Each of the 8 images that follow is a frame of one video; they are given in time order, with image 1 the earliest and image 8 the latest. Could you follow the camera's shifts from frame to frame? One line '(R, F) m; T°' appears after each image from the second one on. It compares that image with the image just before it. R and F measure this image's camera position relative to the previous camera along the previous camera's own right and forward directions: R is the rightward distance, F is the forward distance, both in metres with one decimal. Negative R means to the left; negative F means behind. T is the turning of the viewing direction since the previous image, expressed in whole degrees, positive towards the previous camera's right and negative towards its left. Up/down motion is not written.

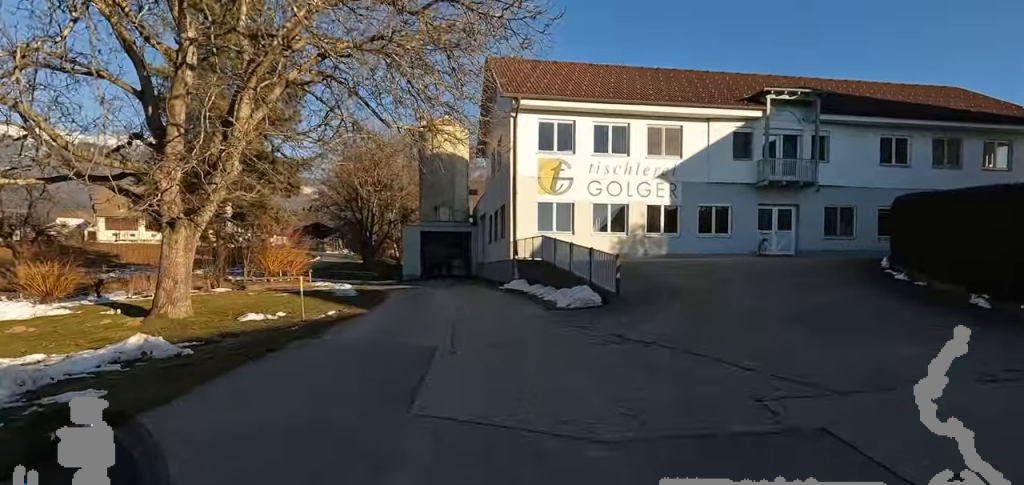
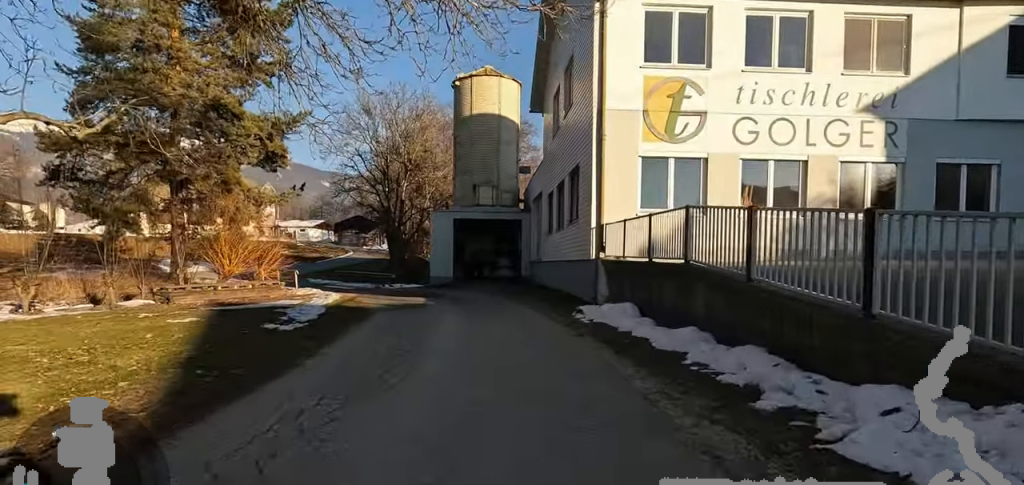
(-2.7, +9.4) m; -18°
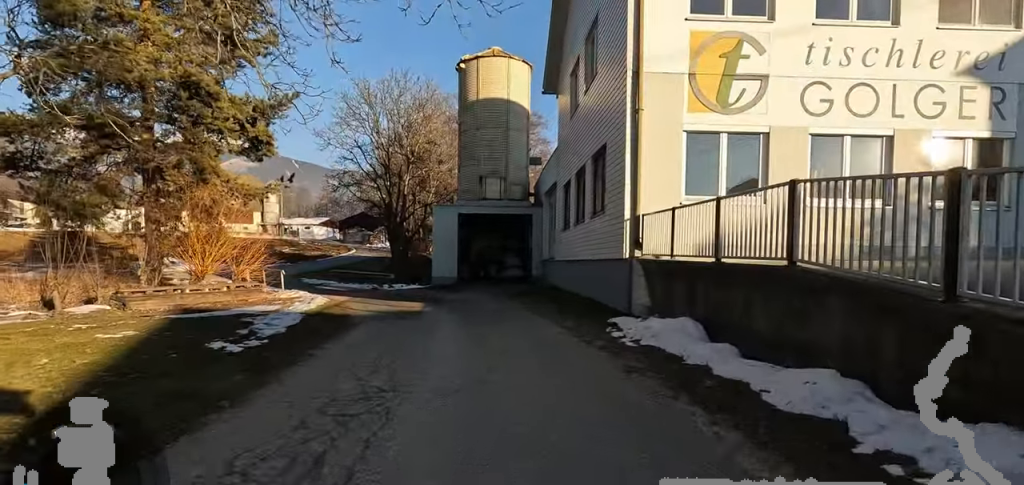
(+0.7, +2.3) m; +10°
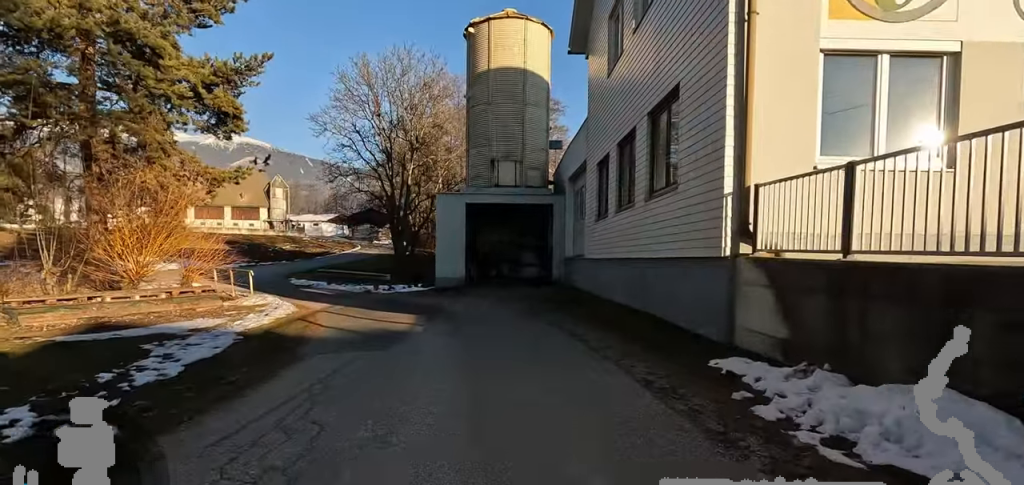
(+0.5, +3.8) m; +8°
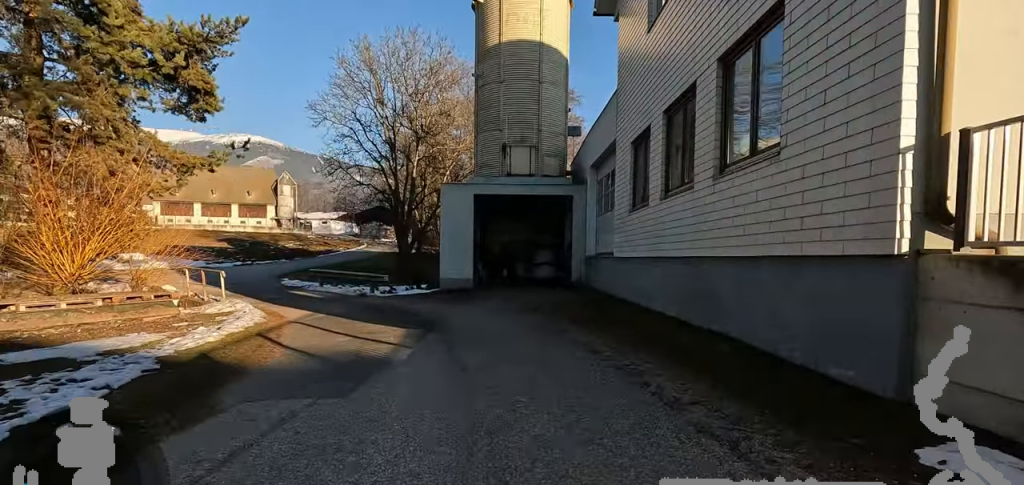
(0.0, +2.5) m; +1°
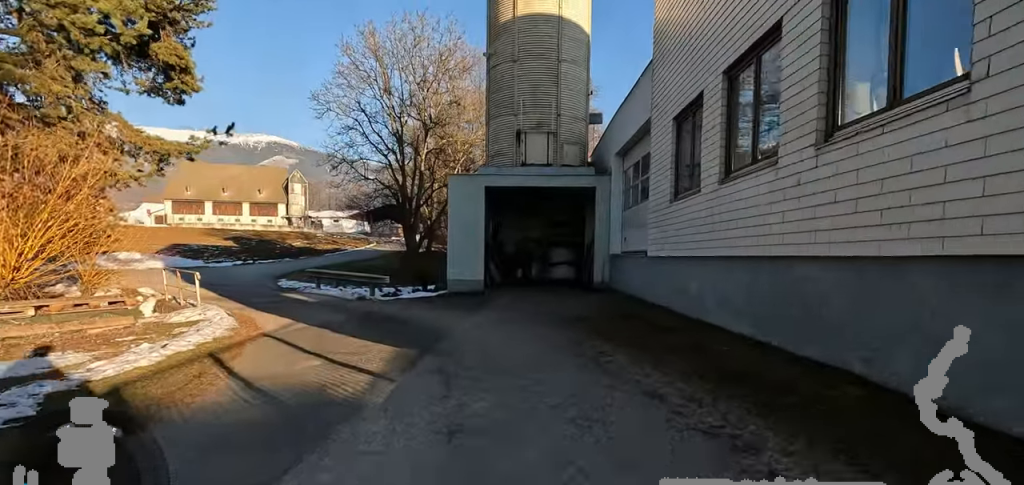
(0.0, +1.9) m; 0°
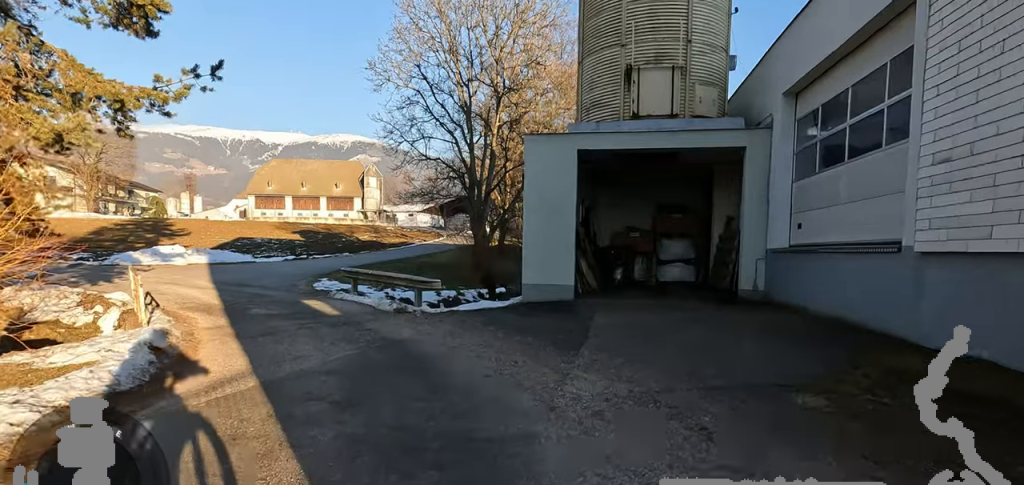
(0.0, +5.0) m; -12°
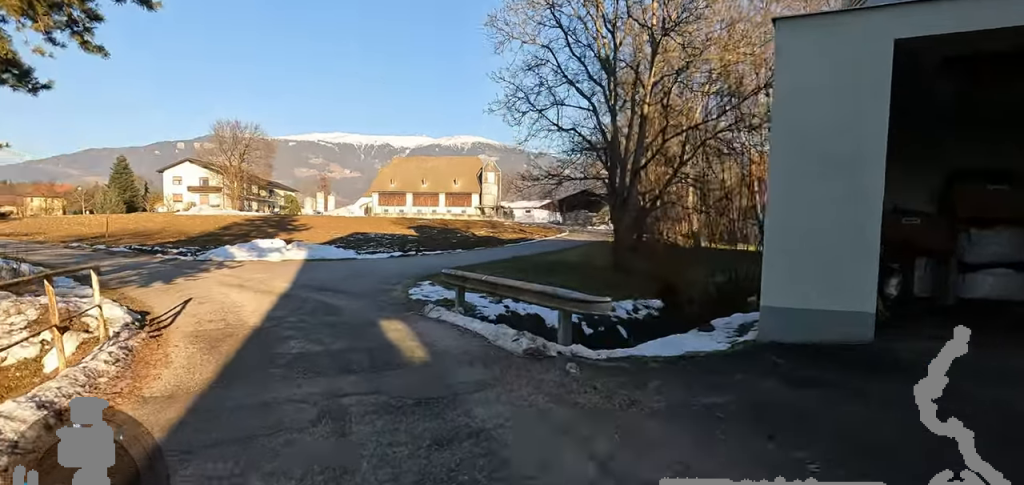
(-1.1, +4.9) m; -27°
